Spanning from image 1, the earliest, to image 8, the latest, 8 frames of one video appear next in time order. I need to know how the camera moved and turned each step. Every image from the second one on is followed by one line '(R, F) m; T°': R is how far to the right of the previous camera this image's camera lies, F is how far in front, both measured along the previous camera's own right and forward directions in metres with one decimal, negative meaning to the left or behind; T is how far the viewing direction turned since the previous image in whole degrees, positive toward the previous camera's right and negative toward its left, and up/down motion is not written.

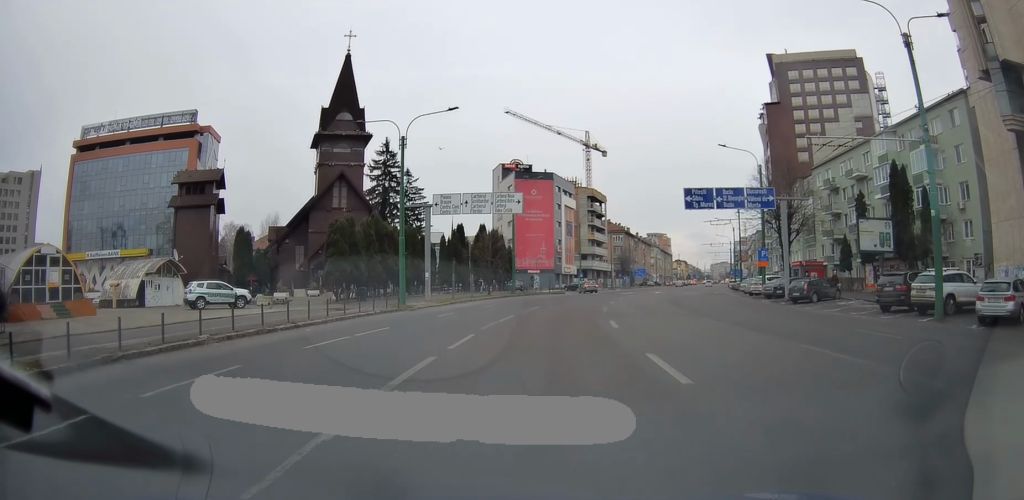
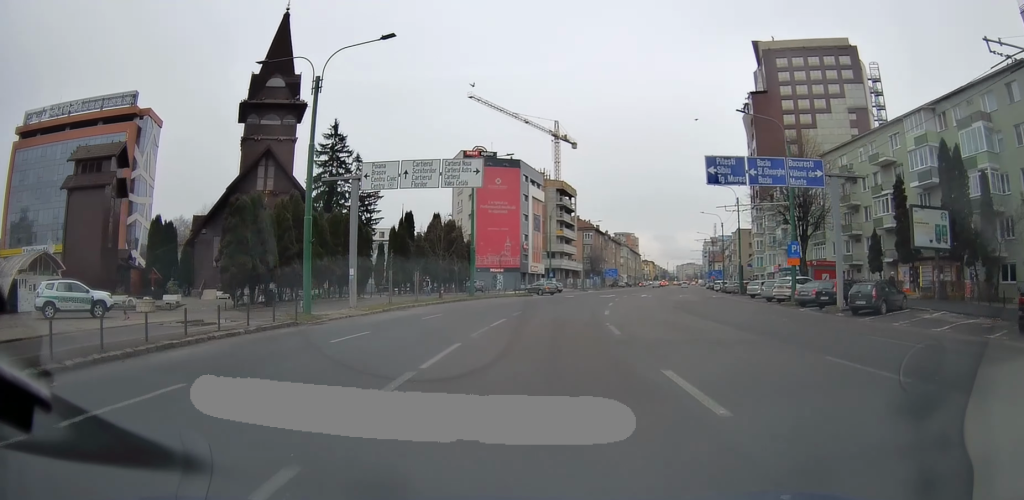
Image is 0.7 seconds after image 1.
(+0.3, +11.3) m; +3°
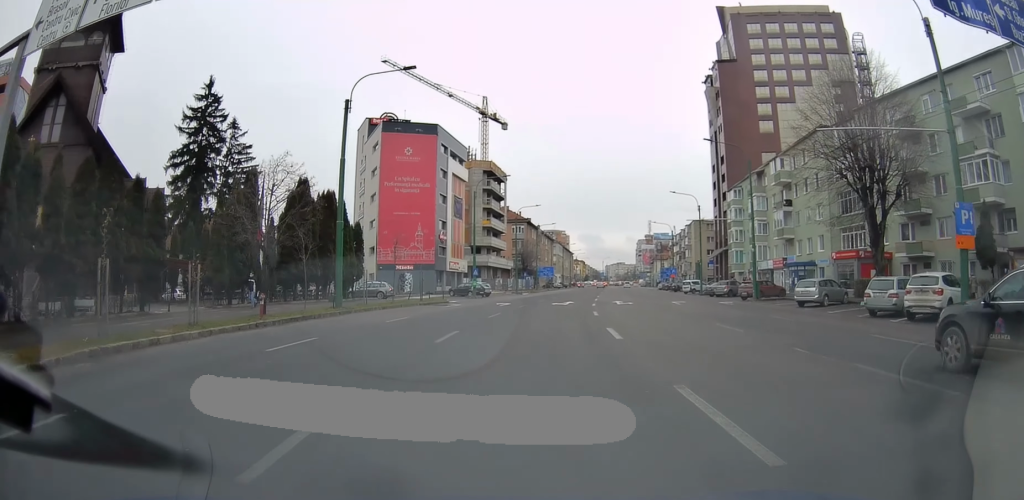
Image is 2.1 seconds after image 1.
(+0.8, +21.6) m; +5°
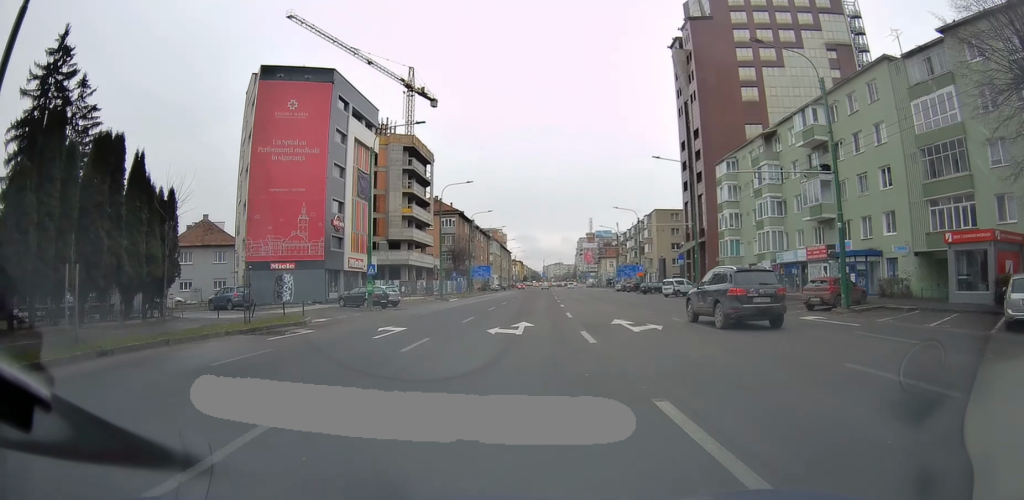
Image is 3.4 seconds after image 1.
(+0.9, +20.7) m; +5°
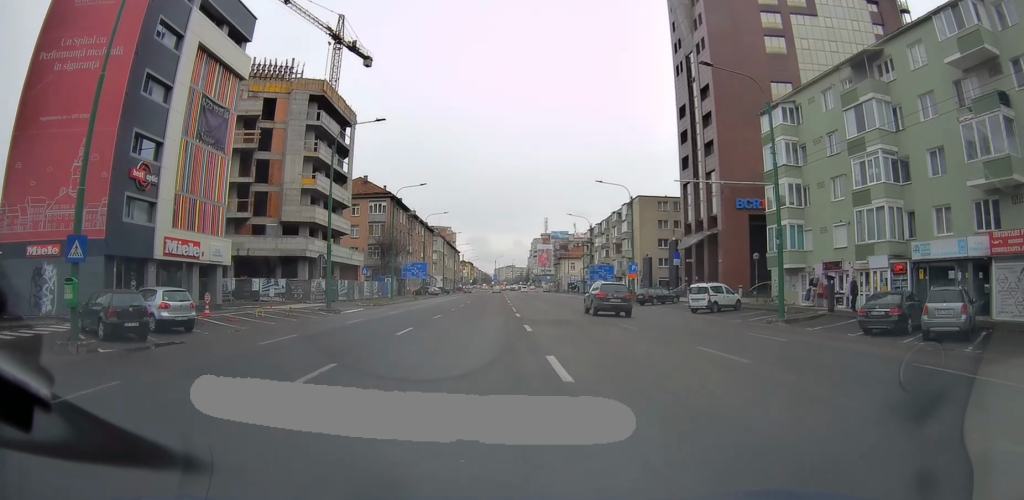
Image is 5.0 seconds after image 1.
(+1.5, +25.4) m; +5°
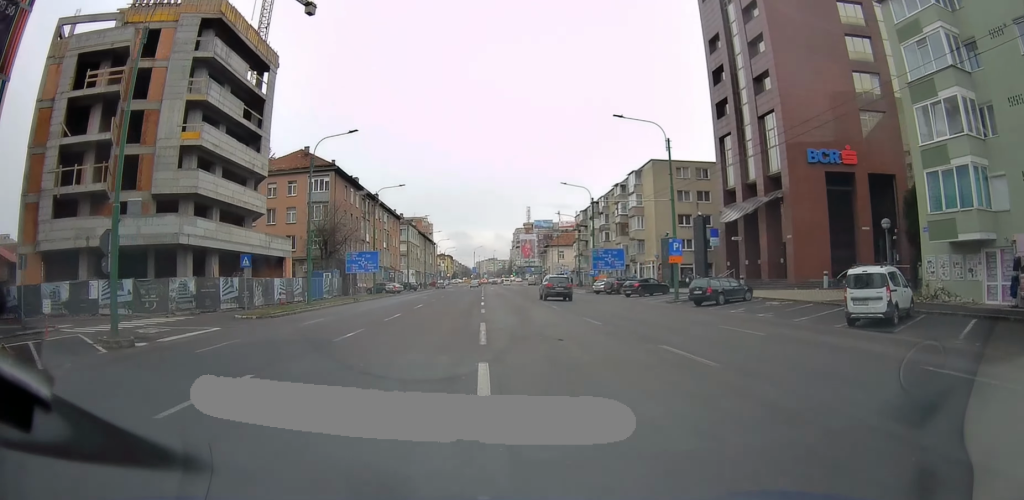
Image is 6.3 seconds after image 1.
(+0.6, +24.0) m; +3°
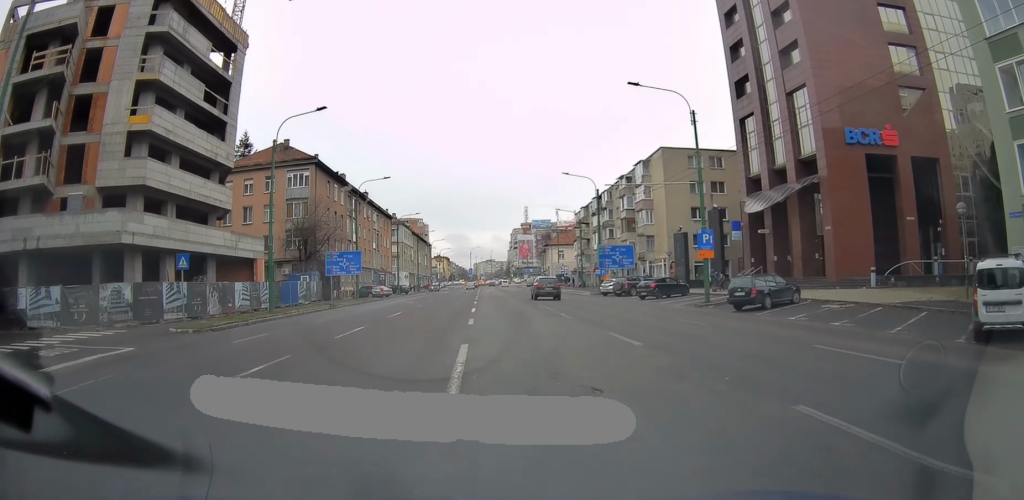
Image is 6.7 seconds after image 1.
(+0.2, +6.9) m; 0°
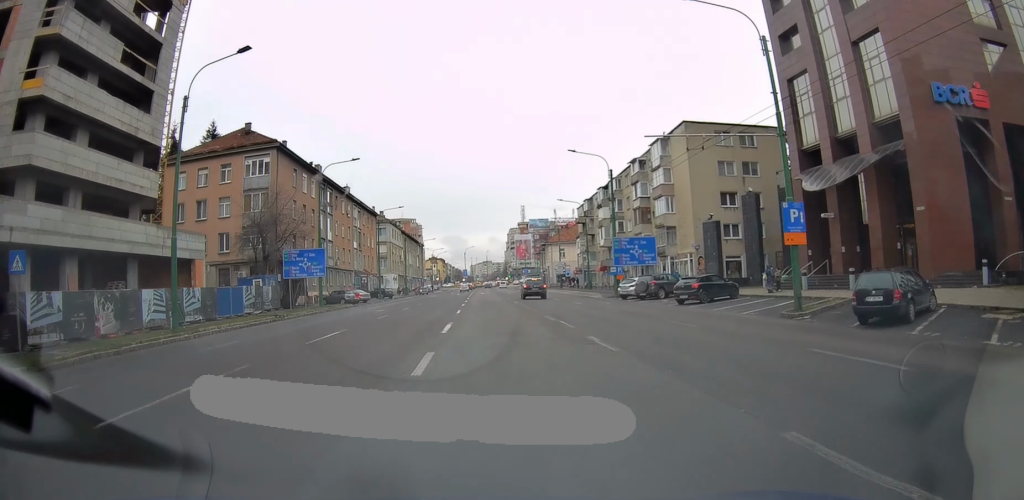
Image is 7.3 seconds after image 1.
(+0.2, +11.4) m; +1°
